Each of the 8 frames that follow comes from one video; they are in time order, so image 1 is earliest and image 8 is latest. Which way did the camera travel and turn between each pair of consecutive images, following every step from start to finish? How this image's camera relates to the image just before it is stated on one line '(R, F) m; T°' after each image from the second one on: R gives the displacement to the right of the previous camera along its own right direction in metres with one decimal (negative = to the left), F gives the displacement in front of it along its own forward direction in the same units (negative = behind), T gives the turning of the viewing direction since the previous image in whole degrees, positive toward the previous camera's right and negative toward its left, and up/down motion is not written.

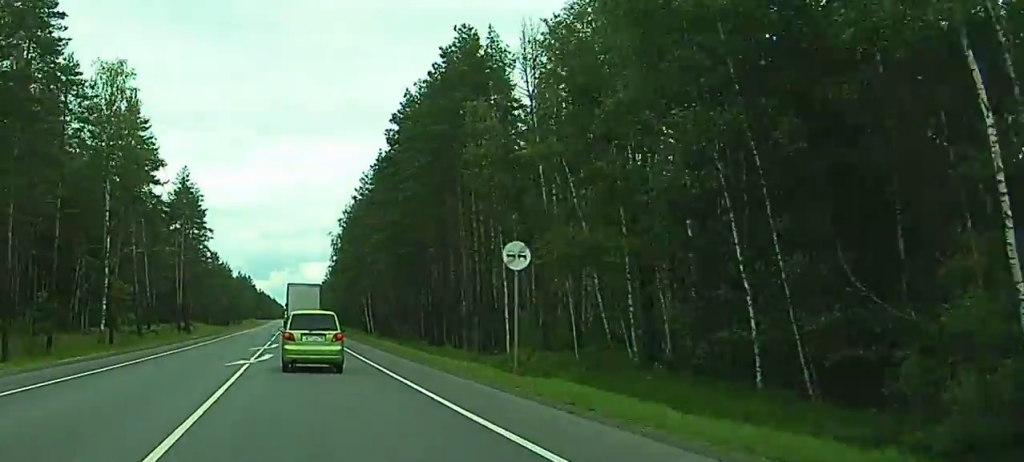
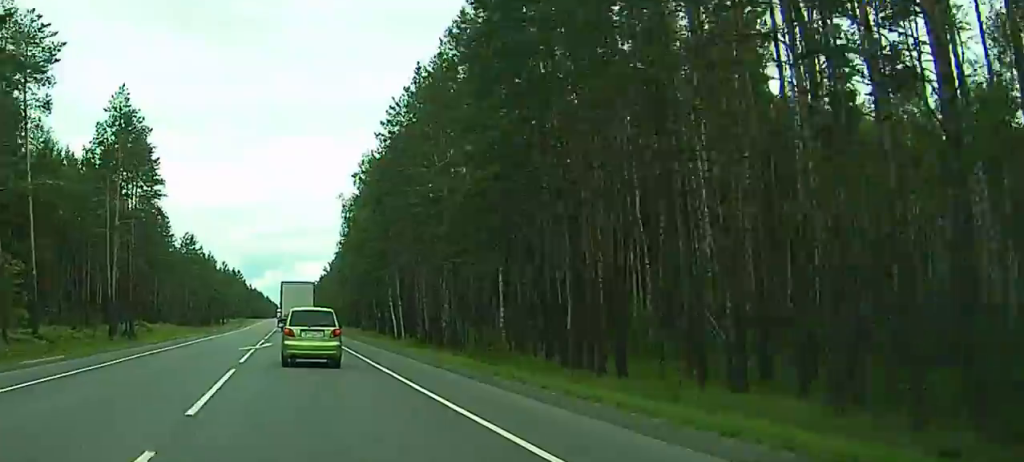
(+0.2, +40.8) m; +1°
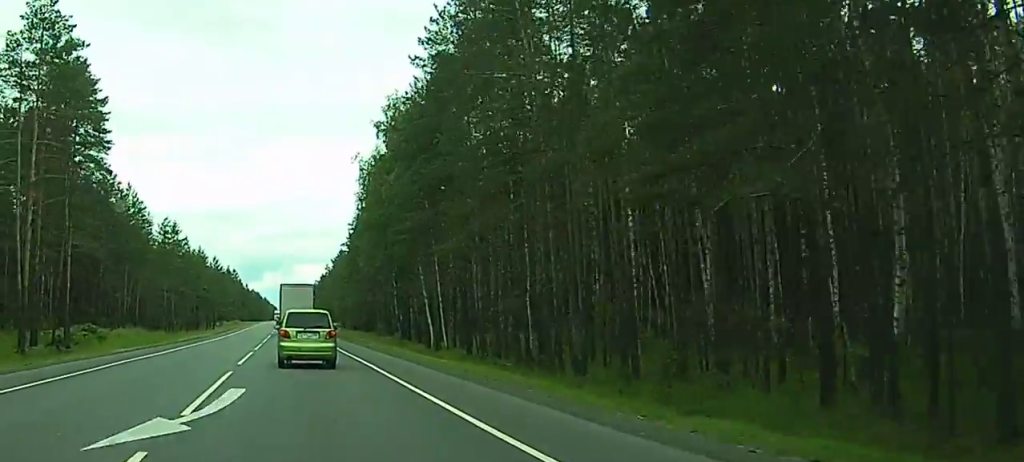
(+0.1, +24.8) m; 0°
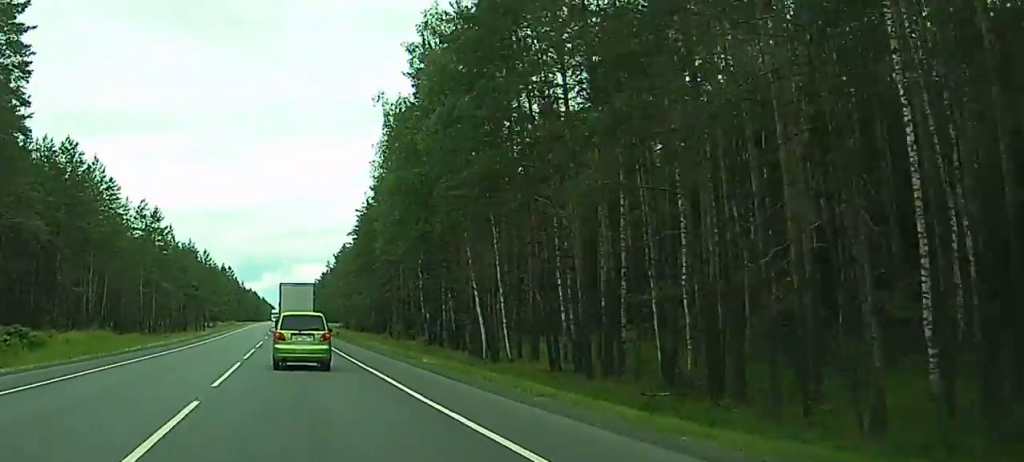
(0.0, +19.4) m; 0°
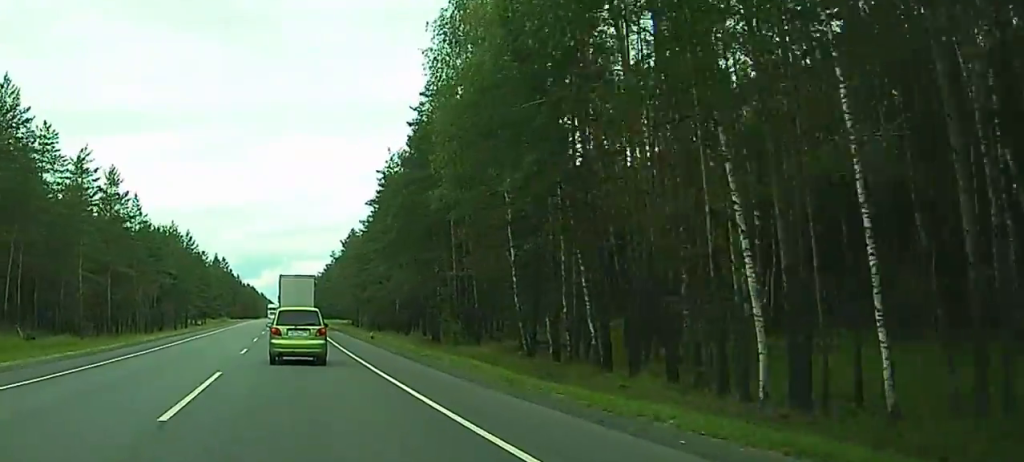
(-0.1, +31.0) m; 0°
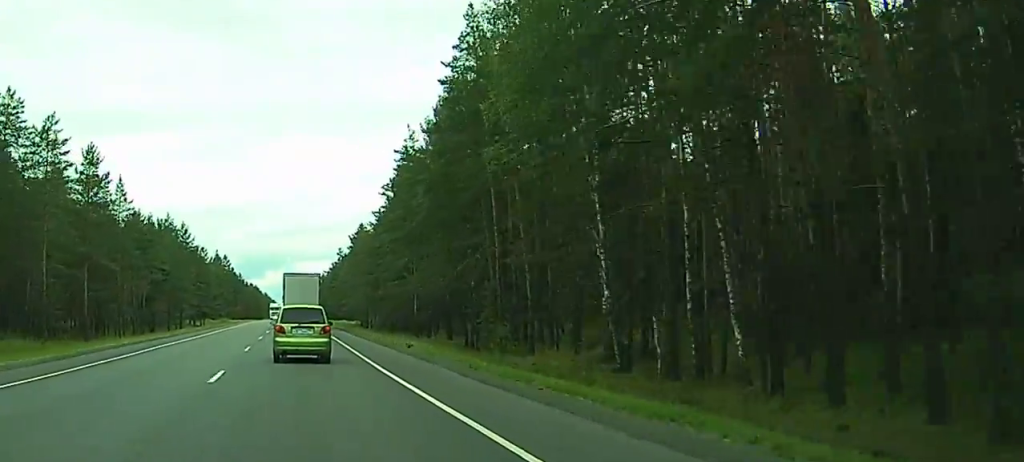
(0.0, +12.5) m; 0°
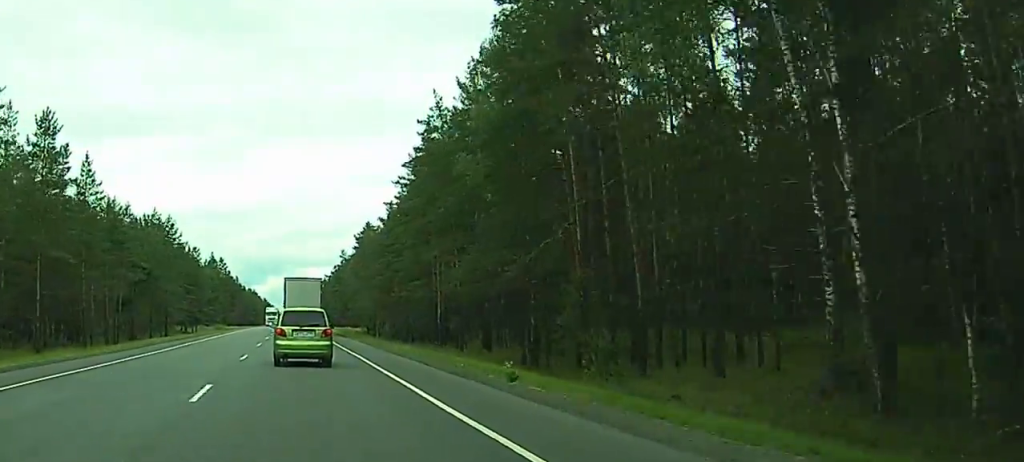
(0.0, +15.6) m; 0°
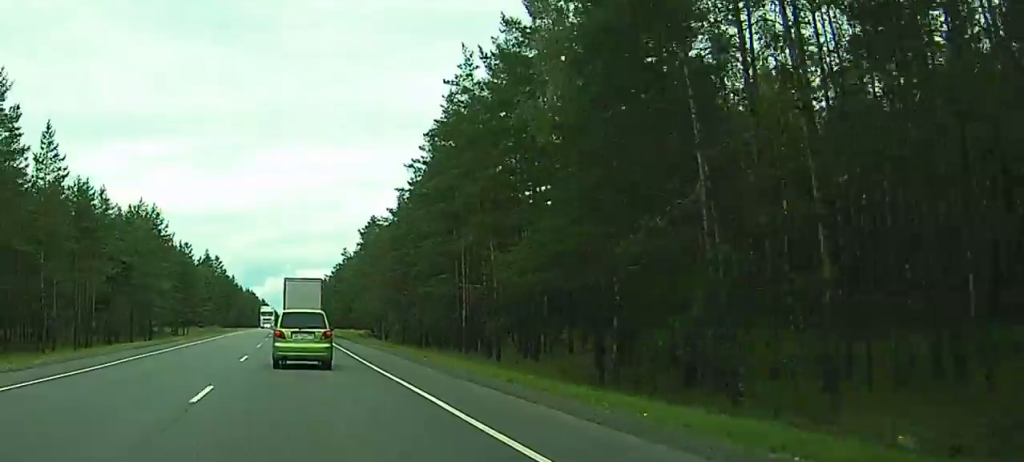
(+0.1, +12.5) m; 0°
